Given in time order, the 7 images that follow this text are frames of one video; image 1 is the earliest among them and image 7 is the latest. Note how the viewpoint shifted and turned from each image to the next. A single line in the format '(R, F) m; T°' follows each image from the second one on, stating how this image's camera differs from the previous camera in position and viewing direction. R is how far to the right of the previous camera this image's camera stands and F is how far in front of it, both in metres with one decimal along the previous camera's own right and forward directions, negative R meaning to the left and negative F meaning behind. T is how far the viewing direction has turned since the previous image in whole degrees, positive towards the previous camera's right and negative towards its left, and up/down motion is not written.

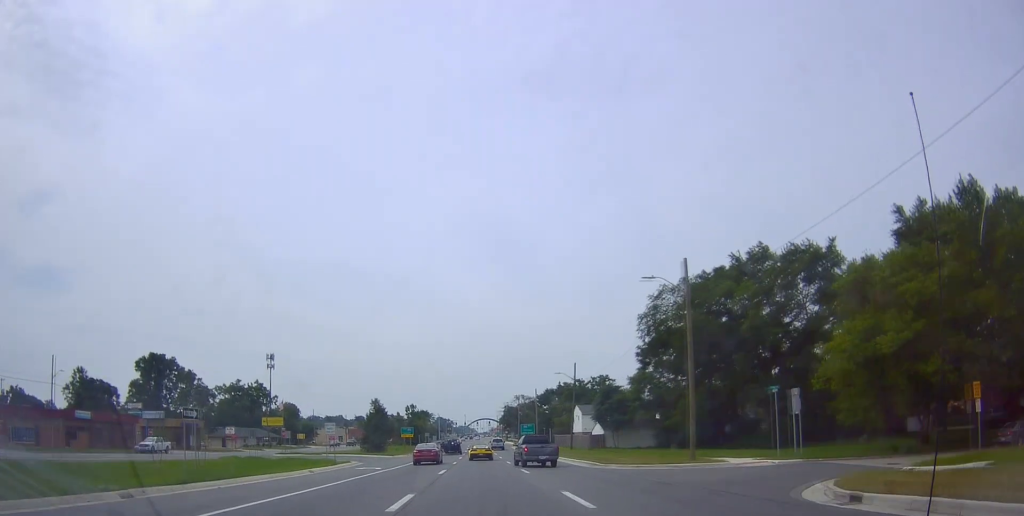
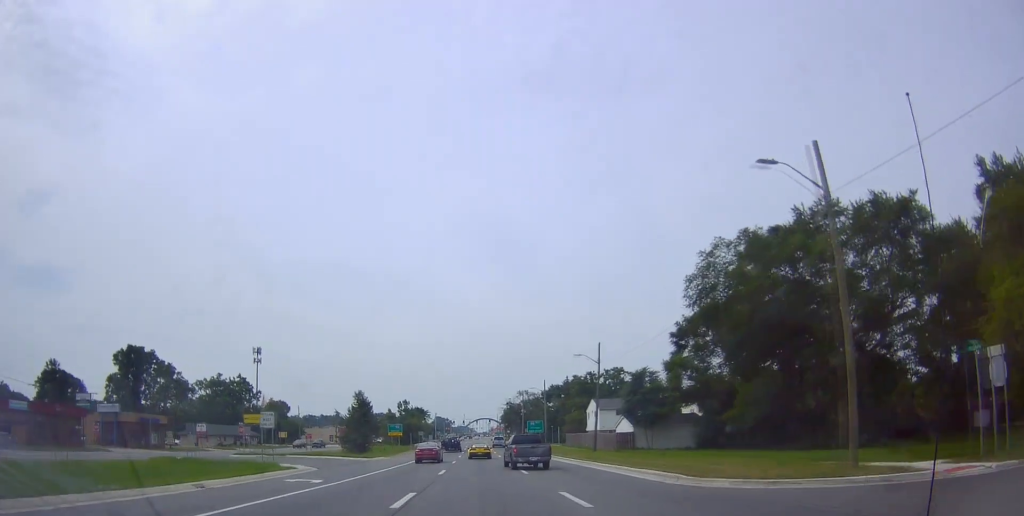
(0.0, +13.8) m; 0°
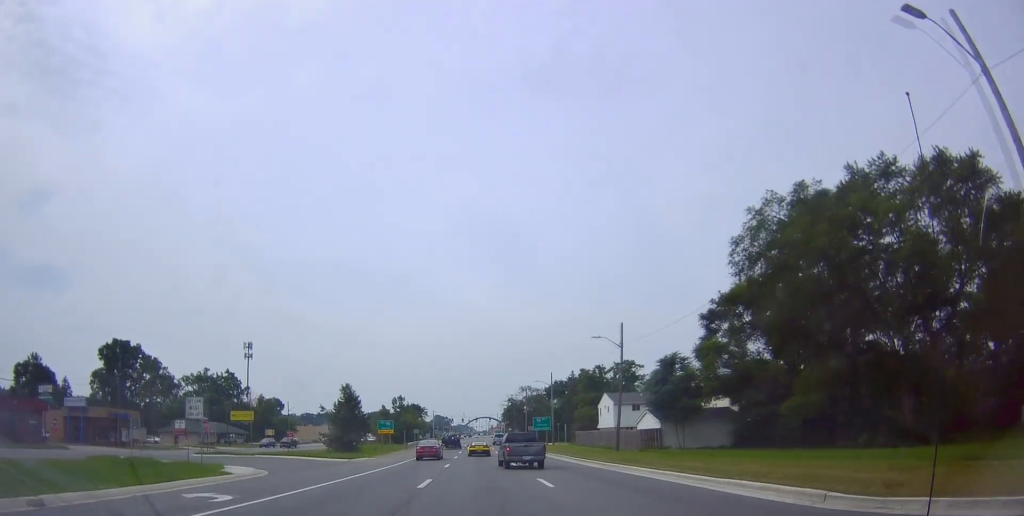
(0.0, +8.8) m; 0°
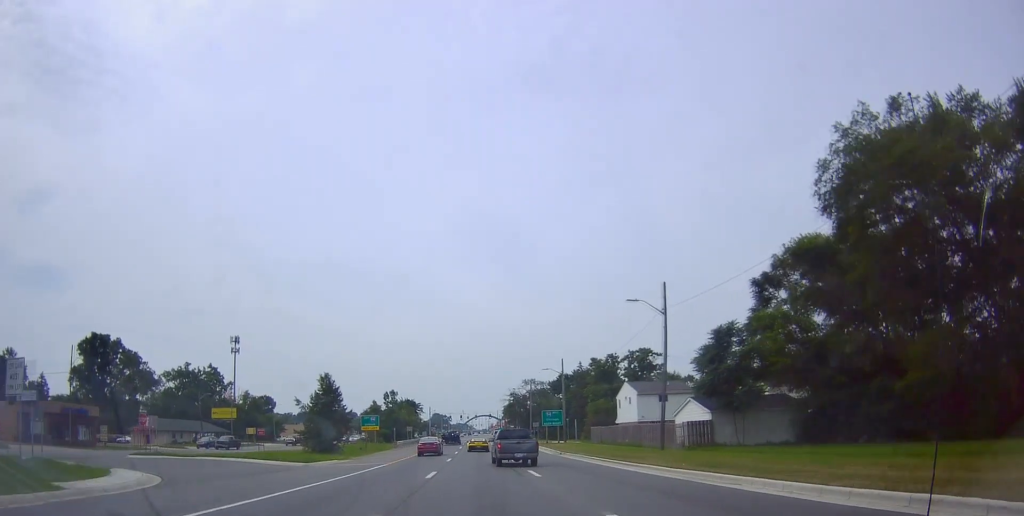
(0.0, +11.5) m; 0°
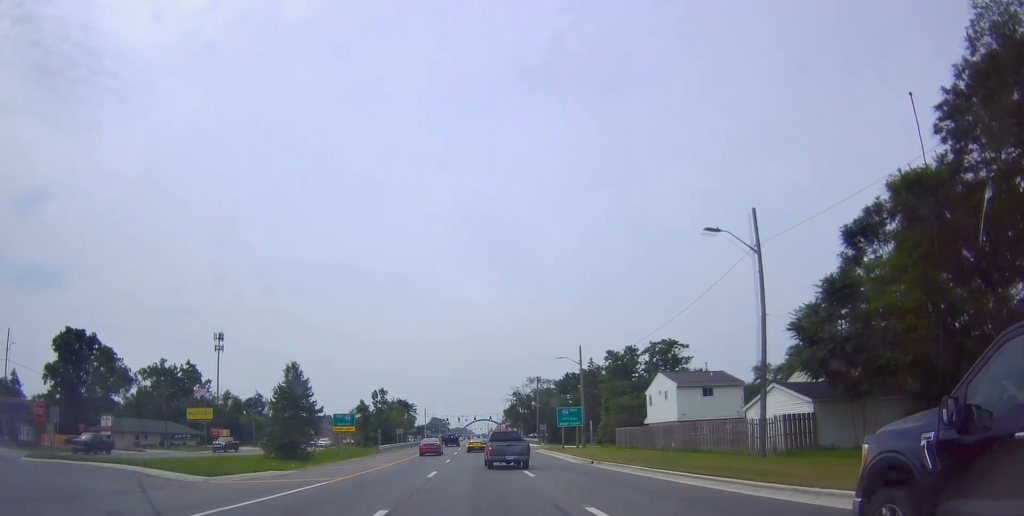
(0.0, +13.4) m; 0°
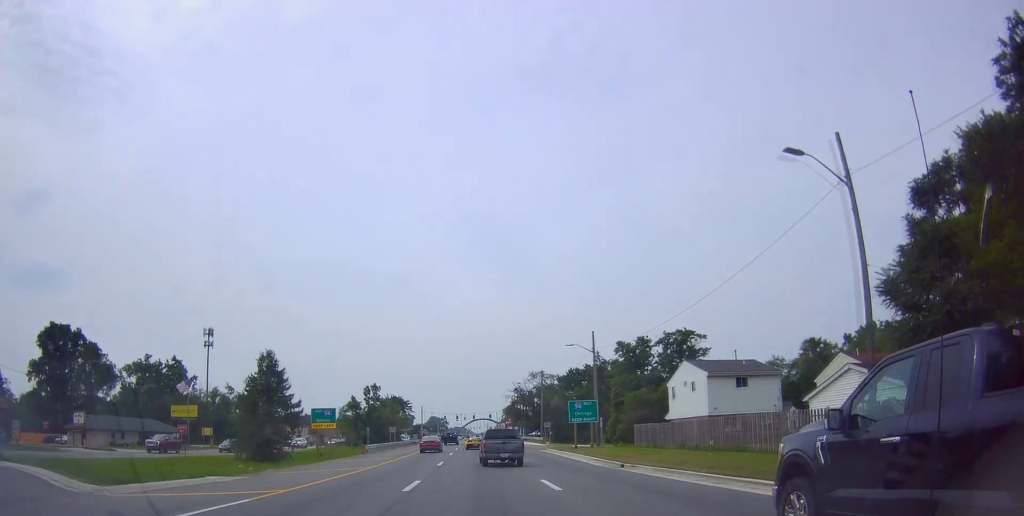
(0.0, +7.5) m; 0°
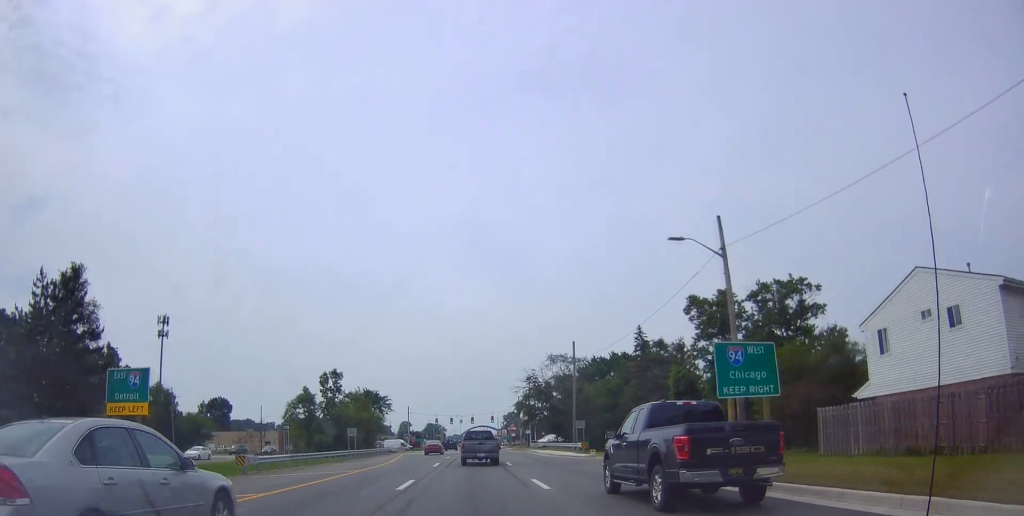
(0.0, +29.7) m; 0°
